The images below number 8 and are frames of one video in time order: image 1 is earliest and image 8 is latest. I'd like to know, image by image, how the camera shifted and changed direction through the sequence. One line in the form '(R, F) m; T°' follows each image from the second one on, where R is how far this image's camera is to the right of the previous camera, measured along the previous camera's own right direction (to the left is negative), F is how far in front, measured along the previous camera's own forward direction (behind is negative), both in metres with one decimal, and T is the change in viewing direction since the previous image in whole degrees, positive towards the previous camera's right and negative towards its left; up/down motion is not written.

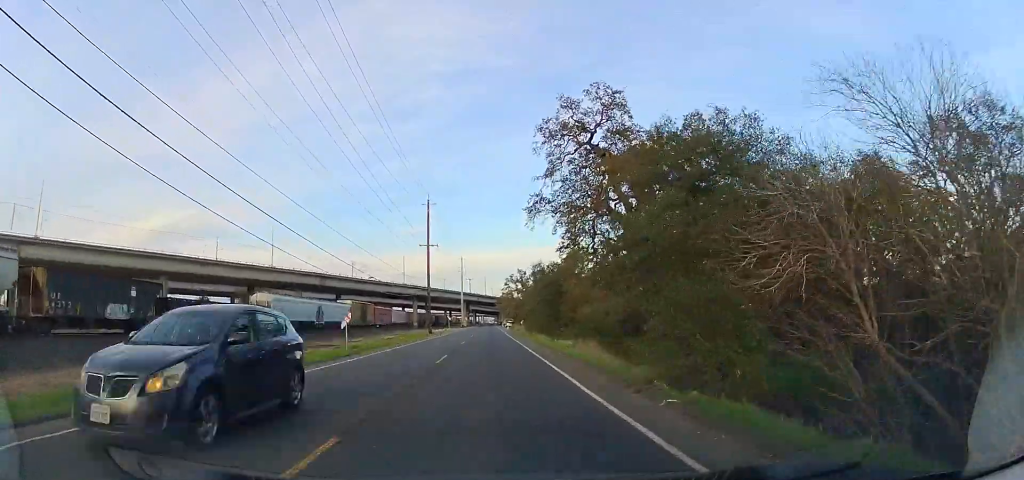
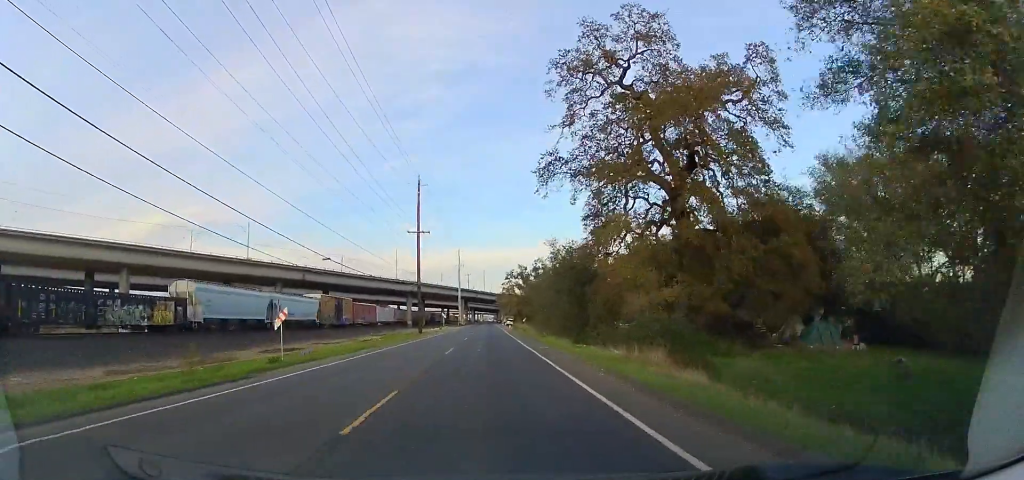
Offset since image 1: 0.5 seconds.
(+0.2, +10.8) m; 0°
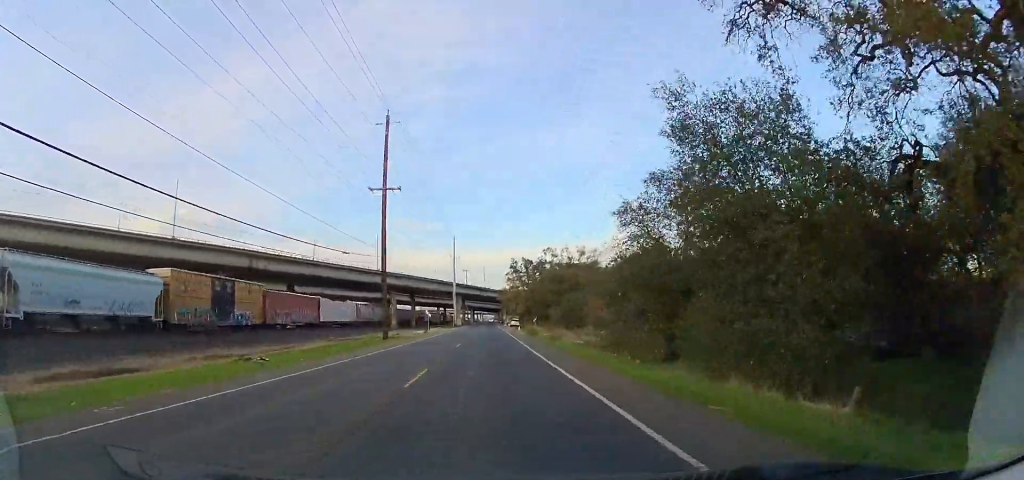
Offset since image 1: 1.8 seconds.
(-0.2, +24.7) m; -3°
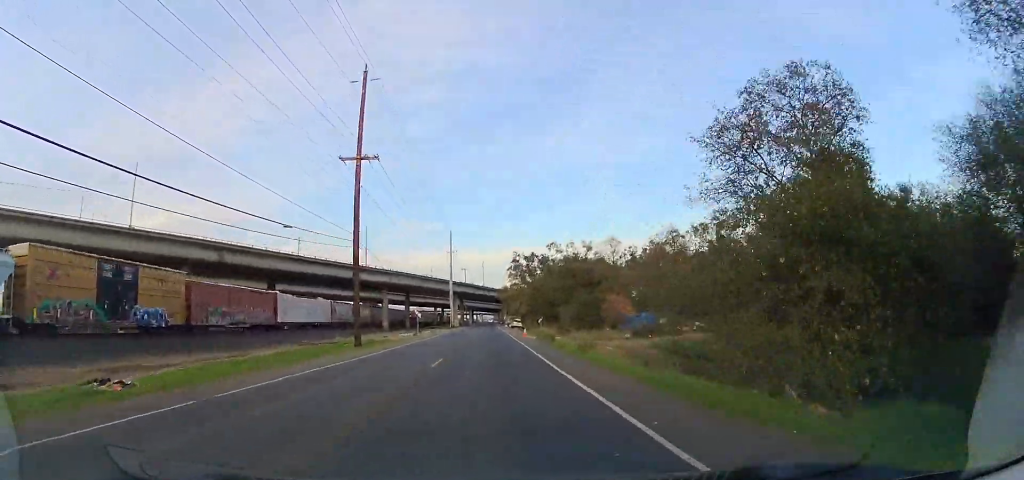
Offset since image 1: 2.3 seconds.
(-0.3, +10.0) m; 0°
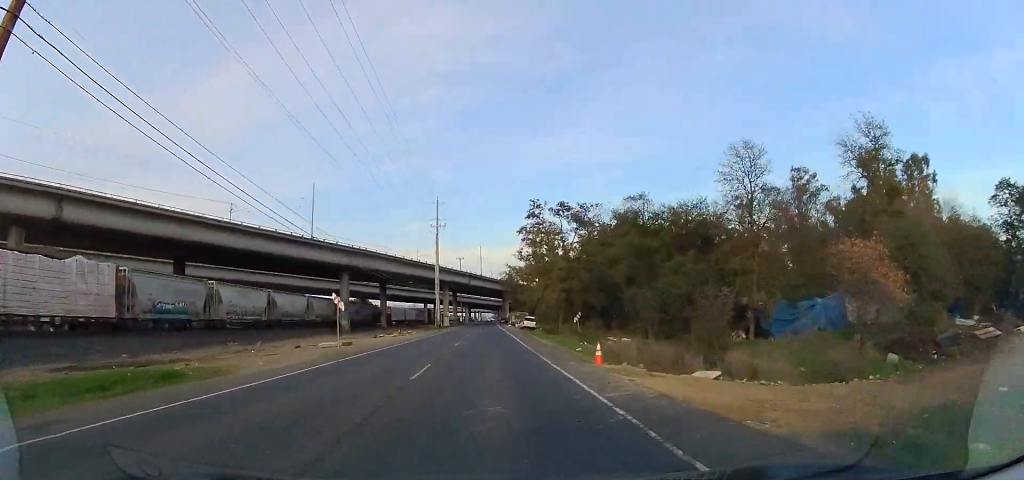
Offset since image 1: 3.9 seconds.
(+0.7, +32.0) m; +1°
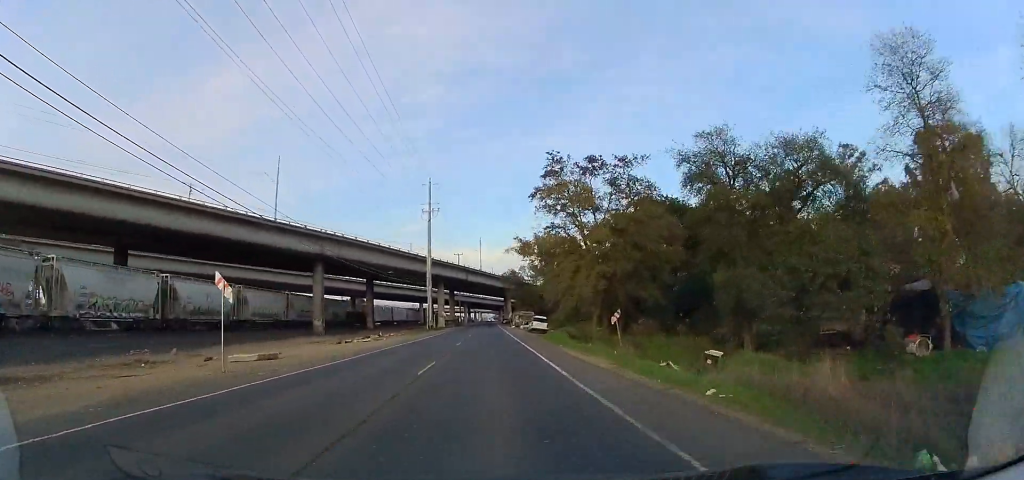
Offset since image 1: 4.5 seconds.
(-0.5, +13.4) m; -1°
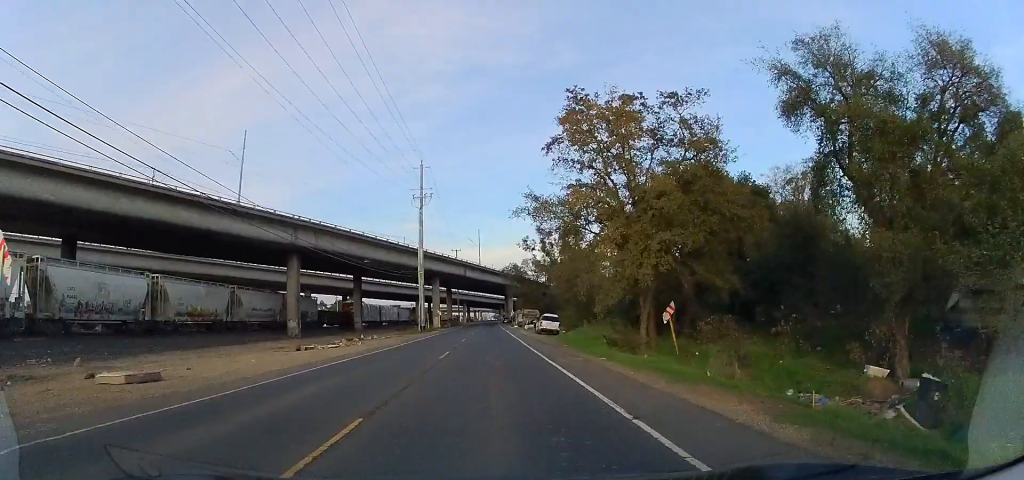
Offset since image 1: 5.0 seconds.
(-0.1, +9.4) m; 0°
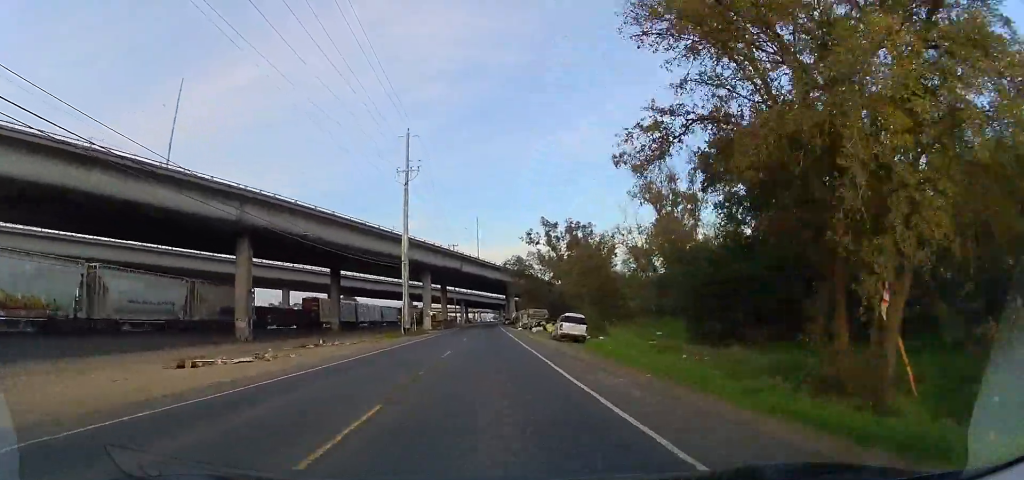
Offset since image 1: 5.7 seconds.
(+0.2, +13.4) m; 0°
